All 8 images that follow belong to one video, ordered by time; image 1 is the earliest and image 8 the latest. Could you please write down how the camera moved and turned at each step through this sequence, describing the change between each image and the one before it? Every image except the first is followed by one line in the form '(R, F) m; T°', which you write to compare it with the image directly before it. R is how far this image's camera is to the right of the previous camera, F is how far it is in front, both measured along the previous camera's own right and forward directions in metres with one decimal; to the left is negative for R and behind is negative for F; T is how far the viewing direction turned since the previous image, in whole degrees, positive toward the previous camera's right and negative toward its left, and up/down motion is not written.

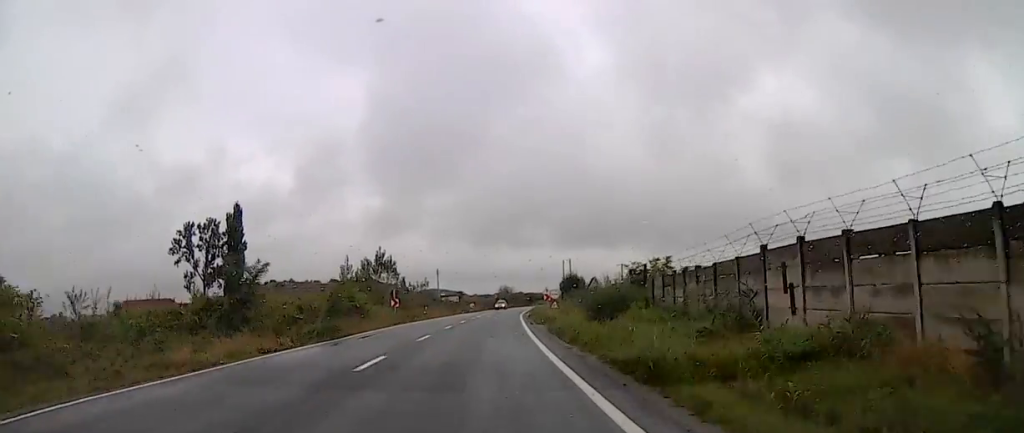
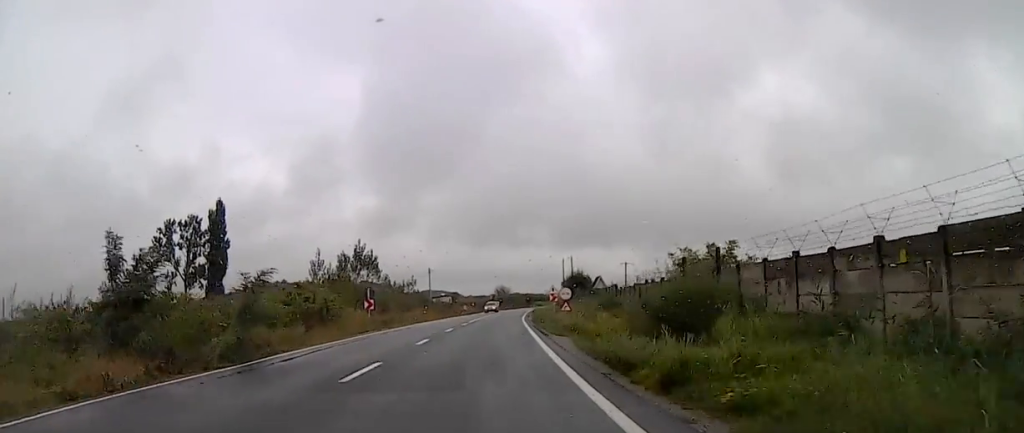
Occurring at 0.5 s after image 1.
(0.0, +9.8) m; 0°
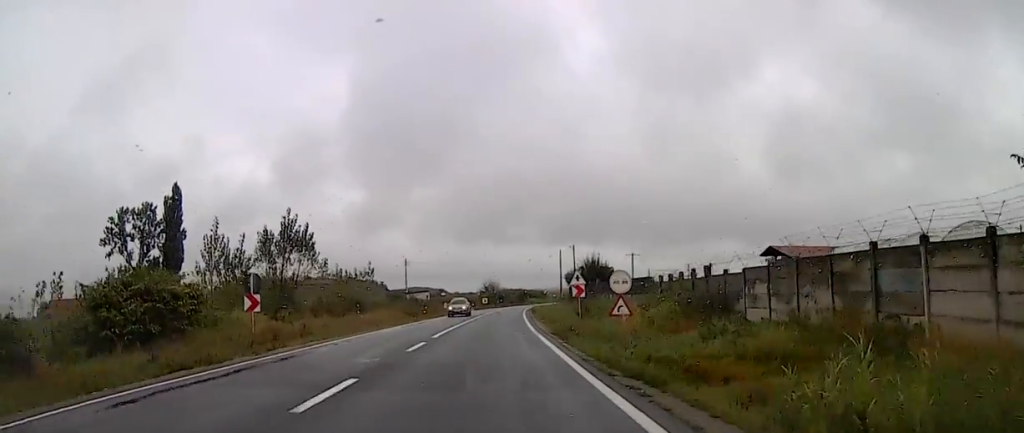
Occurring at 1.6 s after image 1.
(0.0, +20.2) m; 0°
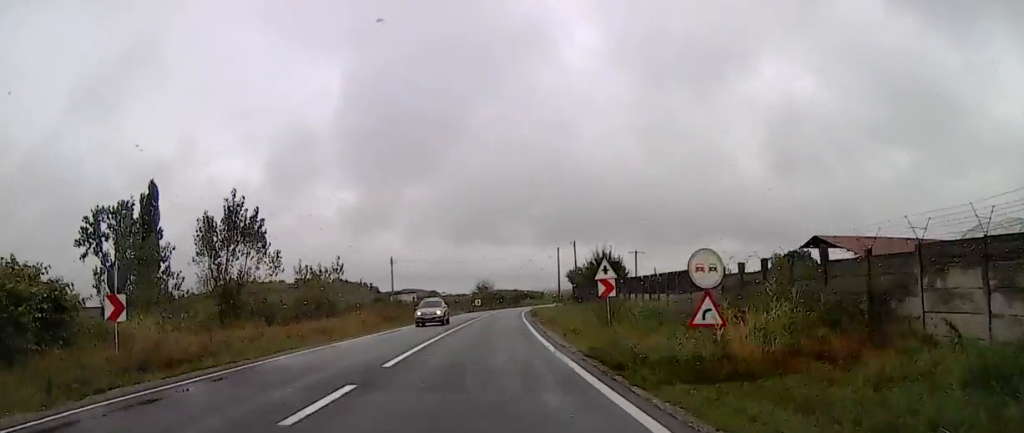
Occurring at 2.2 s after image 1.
(0.0, +9.8) m; 0°
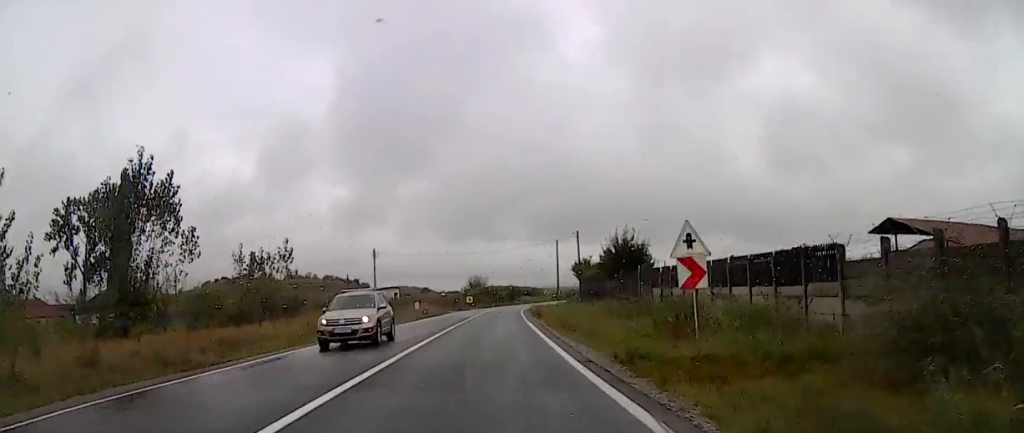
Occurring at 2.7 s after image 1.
(0.0, +10.4) m; 0°
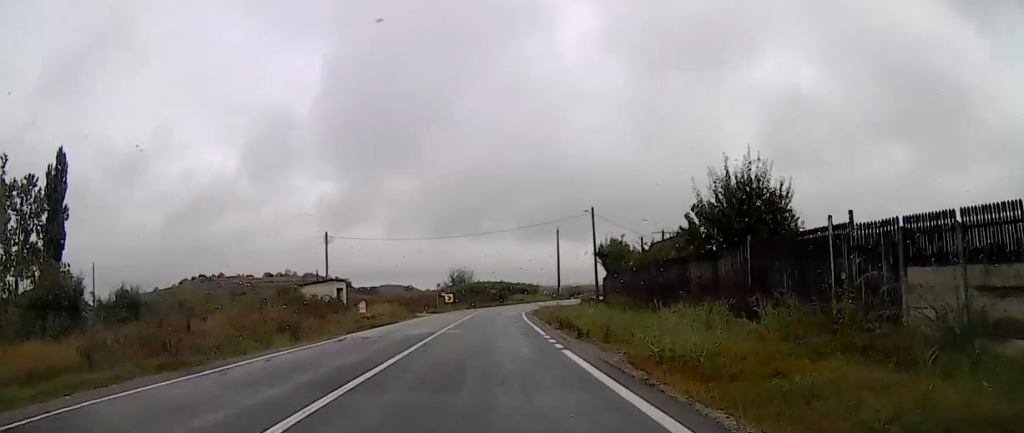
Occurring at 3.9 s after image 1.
(0.0, +22.0) m; 0°
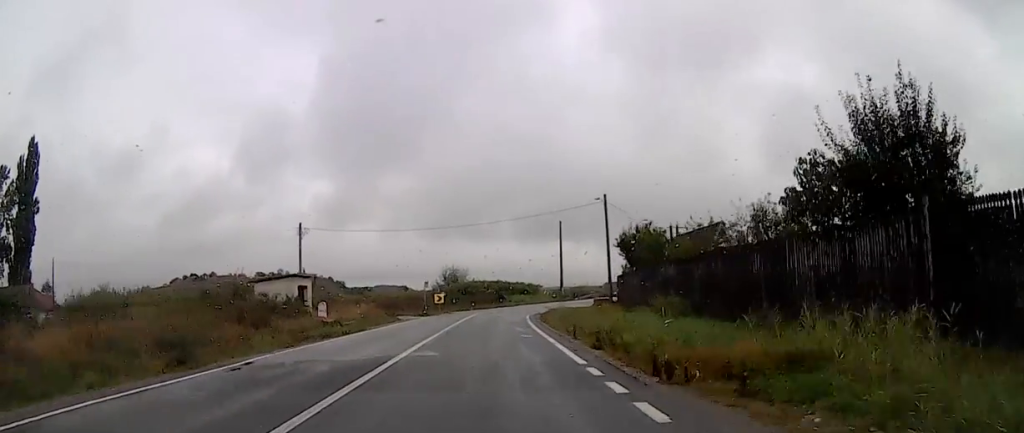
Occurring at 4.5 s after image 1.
(0.0, +9.8) m; 0°
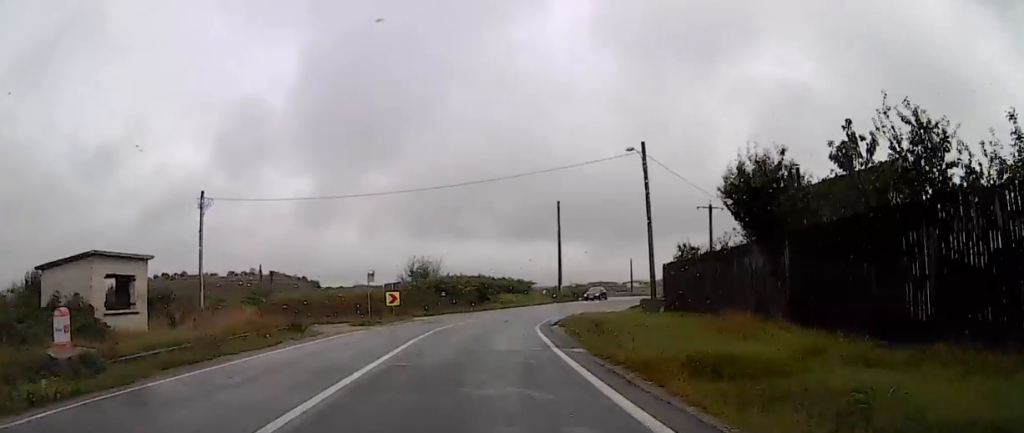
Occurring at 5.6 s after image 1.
(0.0, +20.1) m; 0°
